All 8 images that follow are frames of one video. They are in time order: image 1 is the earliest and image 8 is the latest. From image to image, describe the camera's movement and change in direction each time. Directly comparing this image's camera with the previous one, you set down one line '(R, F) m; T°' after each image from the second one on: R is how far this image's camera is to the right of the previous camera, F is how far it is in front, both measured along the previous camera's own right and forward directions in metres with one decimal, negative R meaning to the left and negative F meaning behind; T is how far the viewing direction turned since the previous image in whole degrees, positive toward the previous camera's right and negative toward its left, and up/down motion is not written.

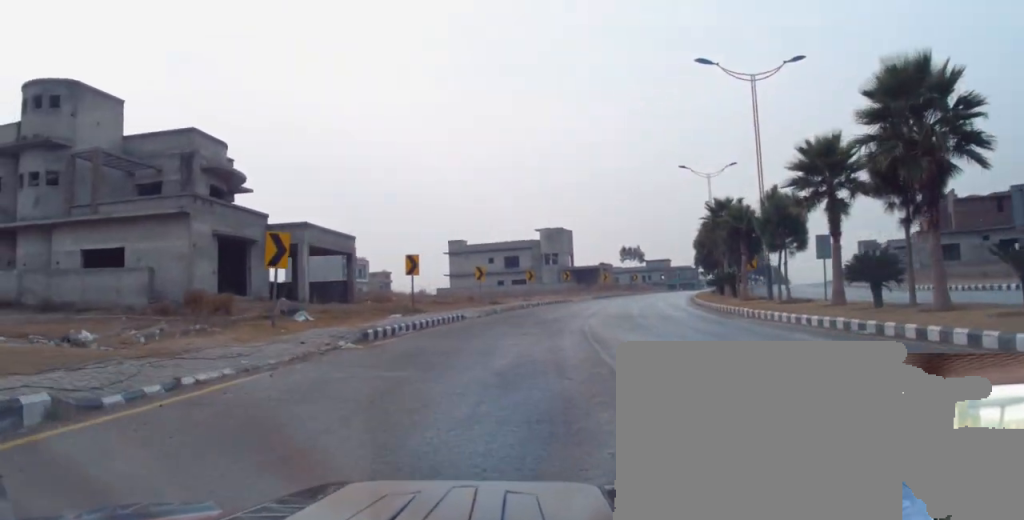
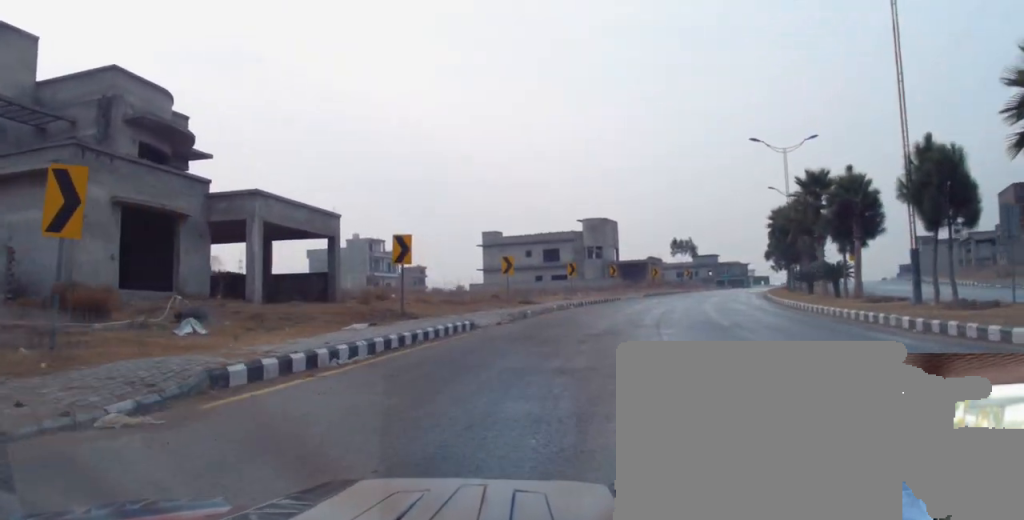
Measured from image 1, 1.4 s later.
(-0.4, +10.2) m; +1°
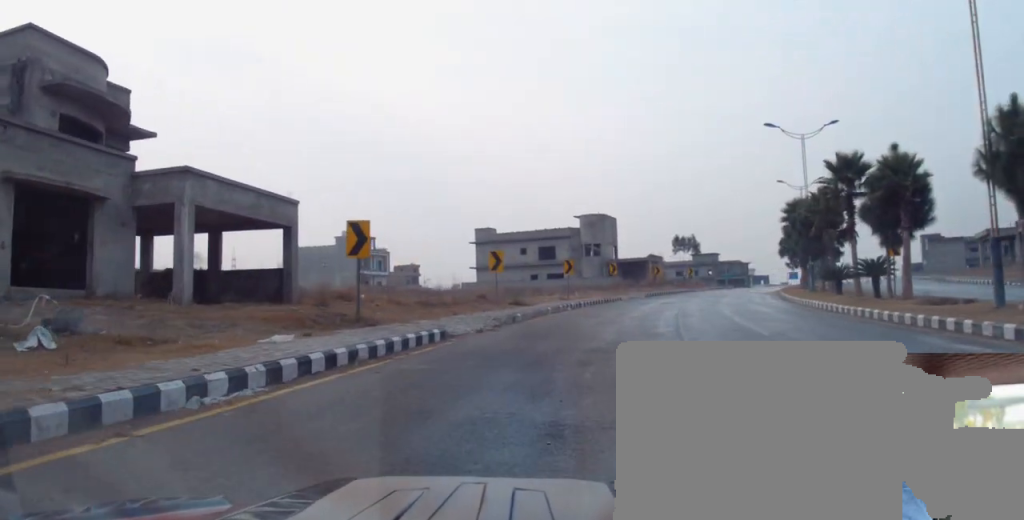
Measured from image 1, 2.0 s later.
(+0.2, +4.6) m; 0°
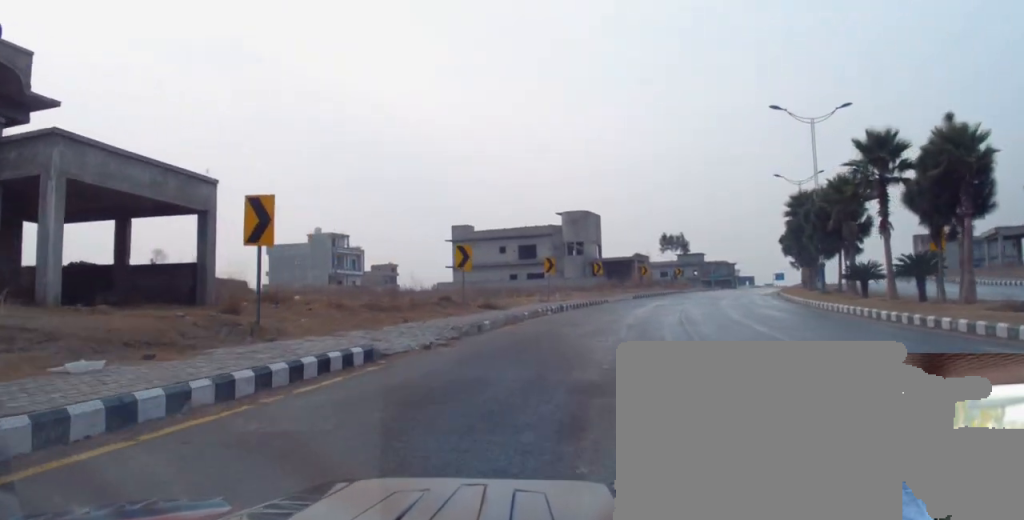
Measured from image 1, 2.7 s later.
(+0.1, +5.1) m; 0°
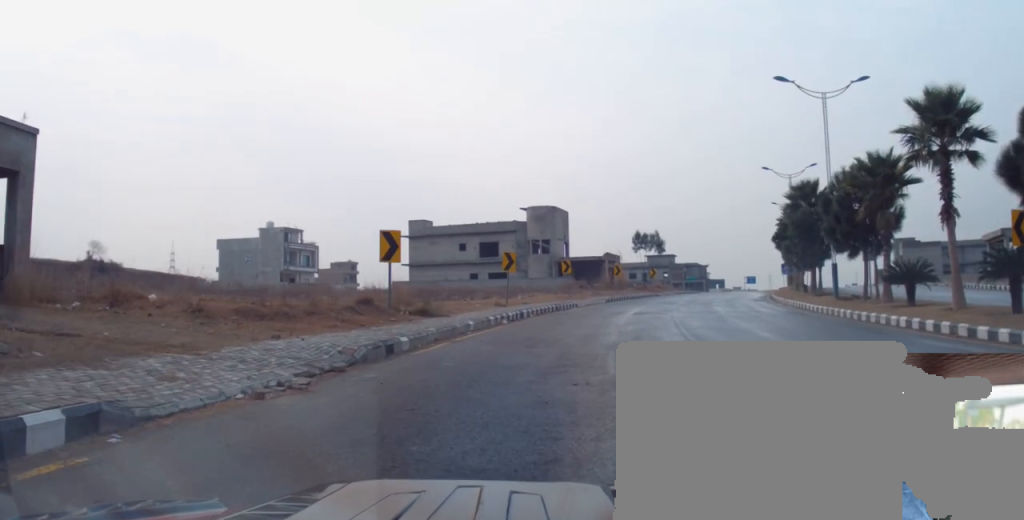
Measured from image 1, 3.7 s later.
(-0.3, +6.8) m; +1°
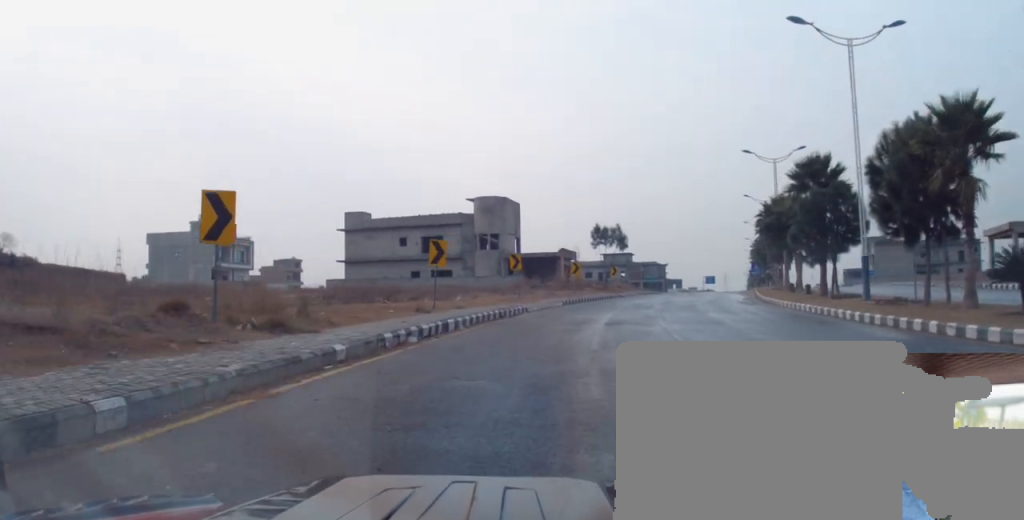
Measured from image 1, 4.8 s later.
(+0.4, +8.7) m; +4°
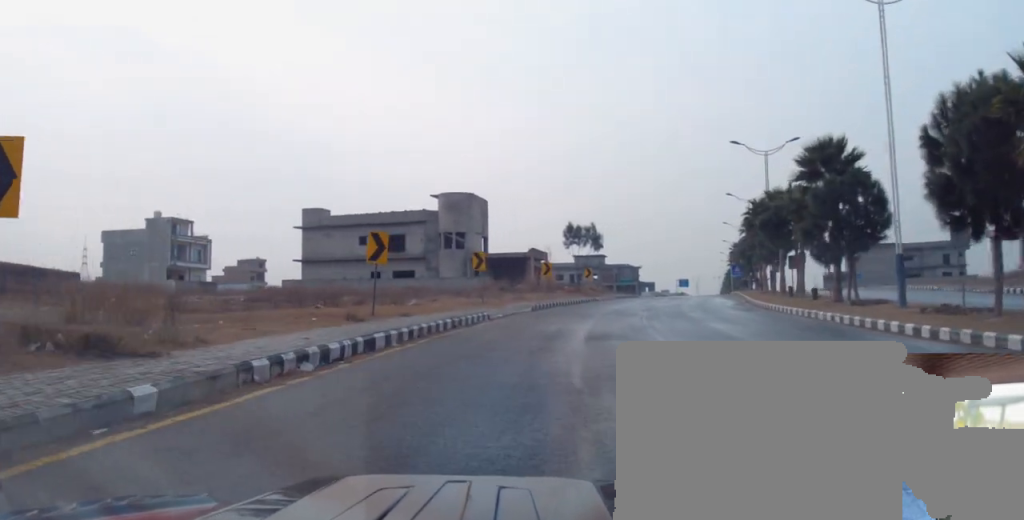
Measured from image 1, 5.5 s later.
(-0.1, +5.0) m; +2°
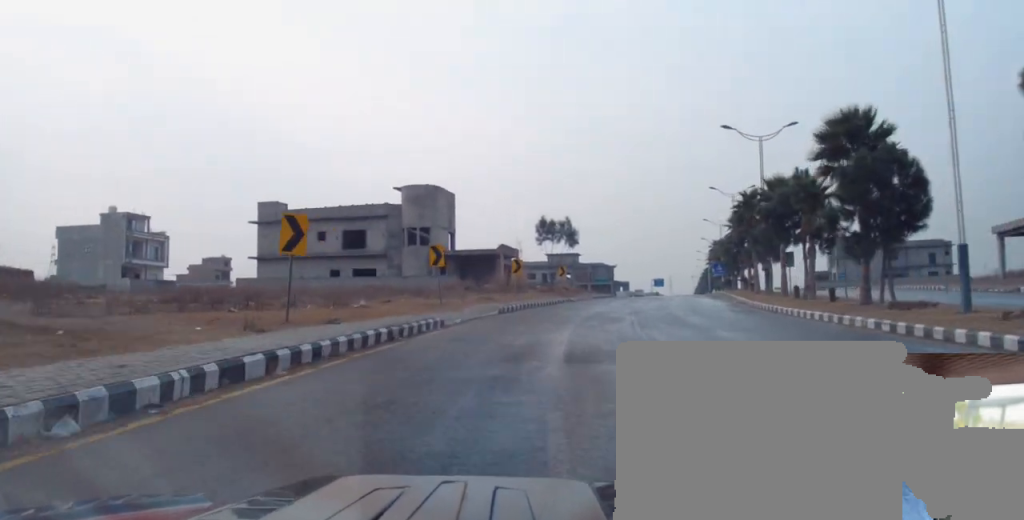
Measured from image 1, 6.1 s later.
(+0.3, +5.1) m; +2°
